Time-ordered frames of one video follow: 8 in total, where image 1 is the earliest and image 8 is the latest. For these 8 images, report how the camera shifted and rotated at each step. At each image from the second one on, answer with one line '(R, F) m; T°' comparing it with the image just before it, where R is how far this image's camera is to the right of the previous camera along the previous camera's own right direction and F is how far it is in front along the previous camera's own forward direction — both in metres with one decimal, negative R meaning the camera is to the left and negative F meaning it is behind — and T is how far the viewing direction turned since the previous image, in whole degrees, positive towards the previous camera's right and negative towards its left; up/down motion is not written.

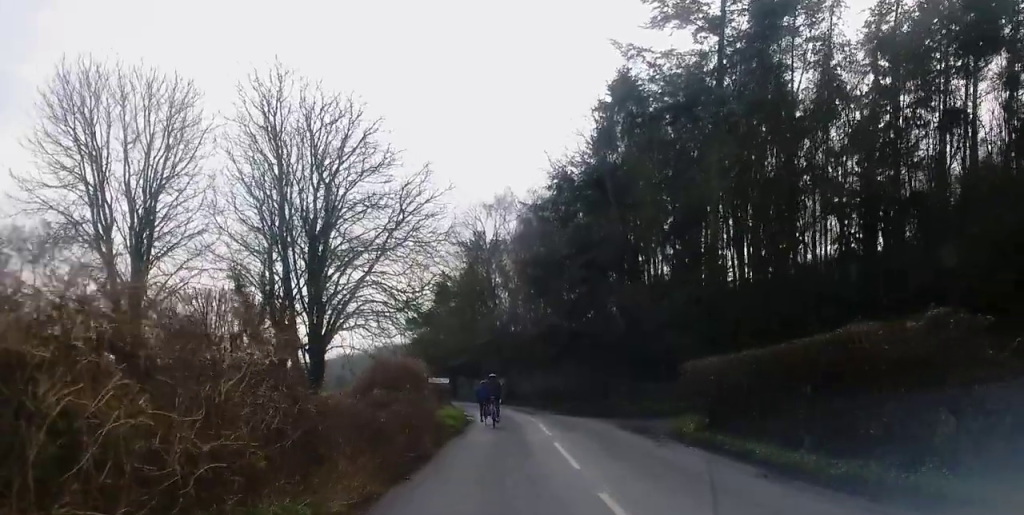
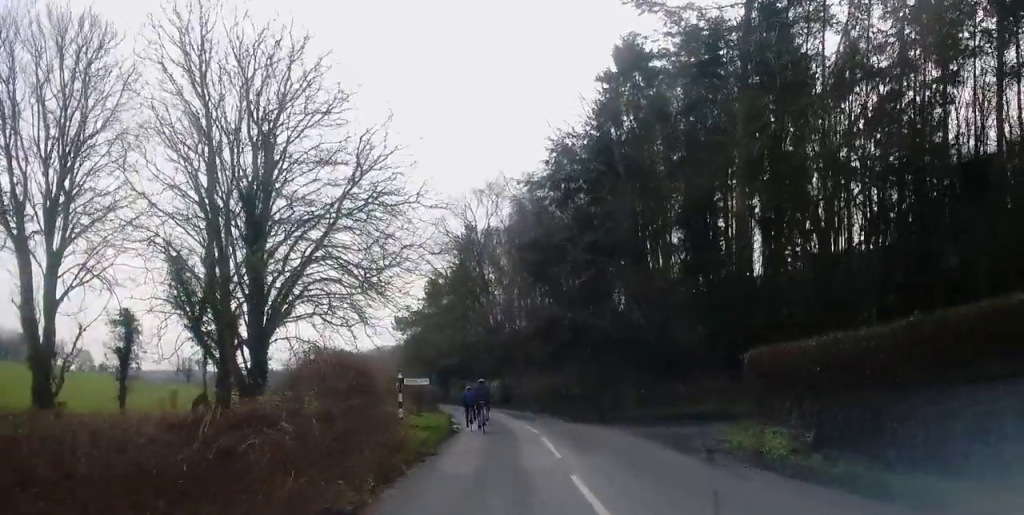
(-0.1, +6.5) m; +1°
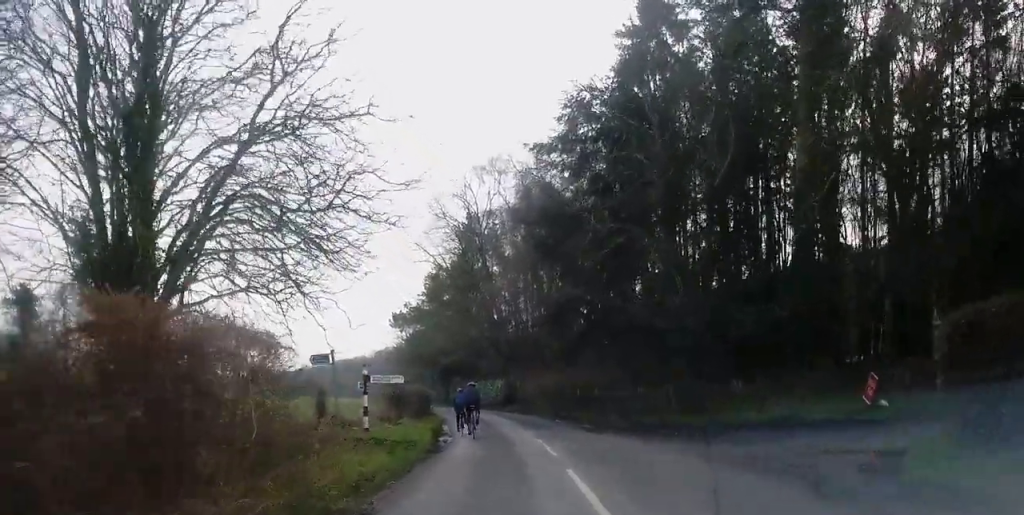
(+0.2, +7.8) m; 0°
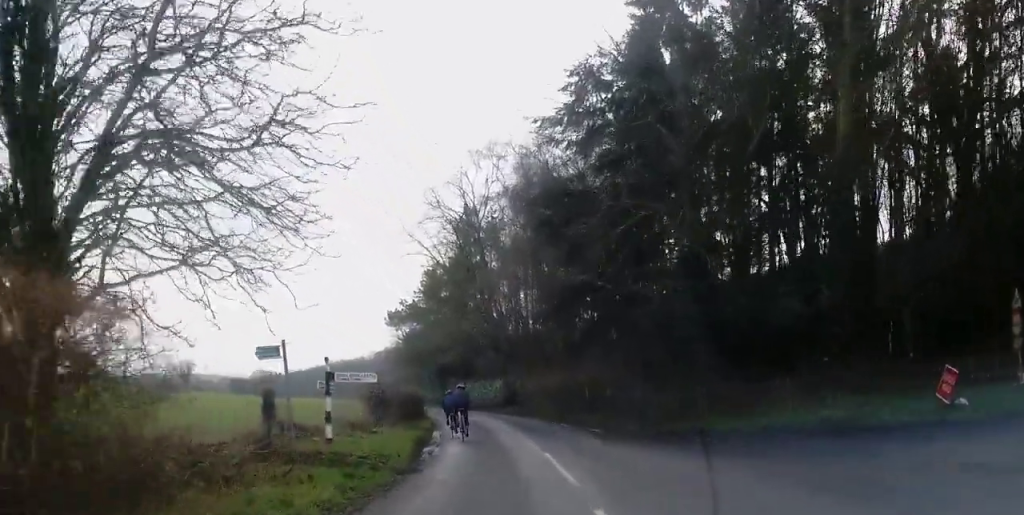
(-0.1, +4.4) m; -1°
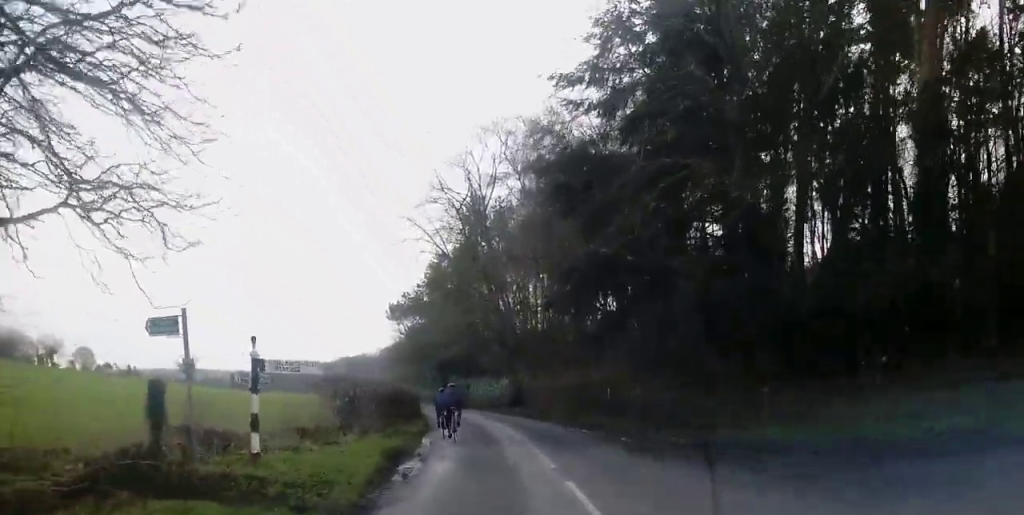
(-0.1, +5.3) m; -1°
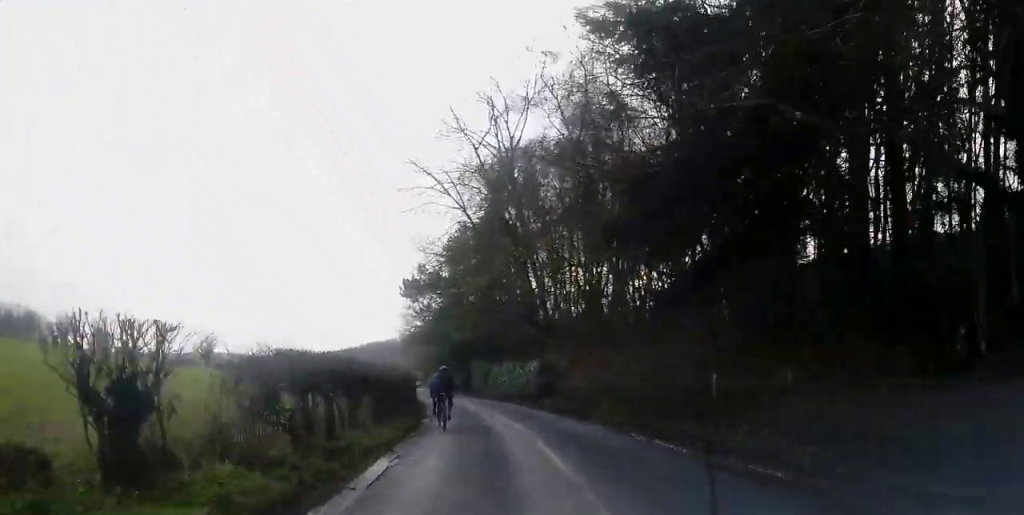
(0.0, +11.6) m; -1°
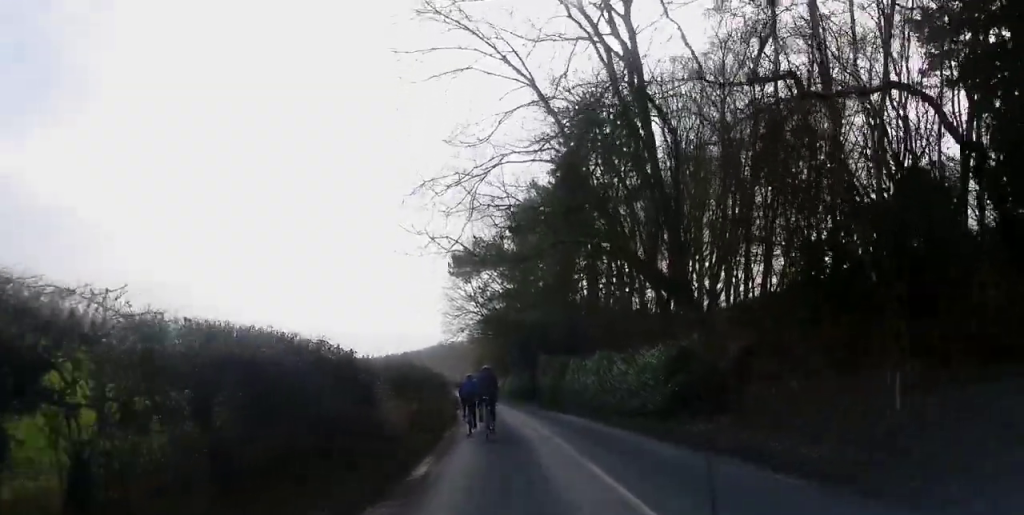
(-1.3, +20.5) m; -4°
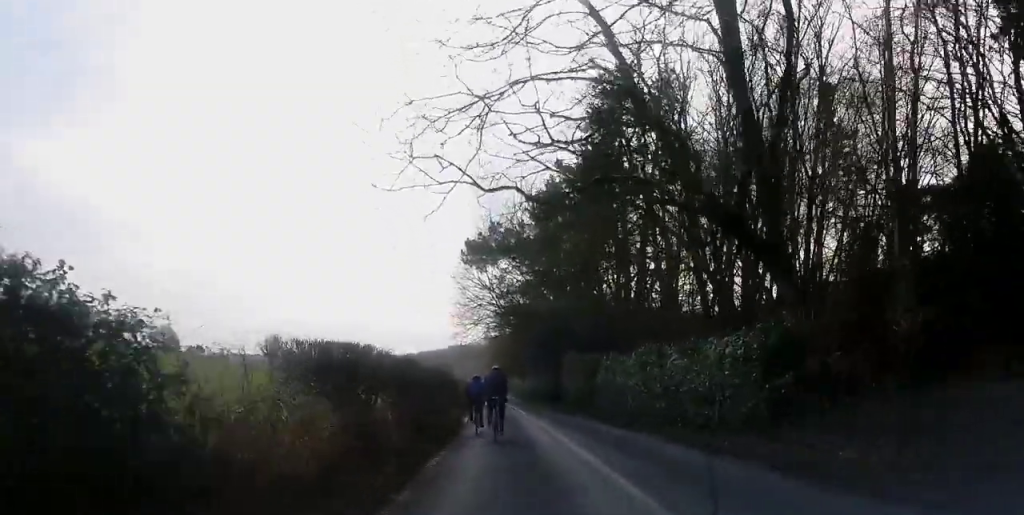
(+0.2, +7.4) m; +1°
